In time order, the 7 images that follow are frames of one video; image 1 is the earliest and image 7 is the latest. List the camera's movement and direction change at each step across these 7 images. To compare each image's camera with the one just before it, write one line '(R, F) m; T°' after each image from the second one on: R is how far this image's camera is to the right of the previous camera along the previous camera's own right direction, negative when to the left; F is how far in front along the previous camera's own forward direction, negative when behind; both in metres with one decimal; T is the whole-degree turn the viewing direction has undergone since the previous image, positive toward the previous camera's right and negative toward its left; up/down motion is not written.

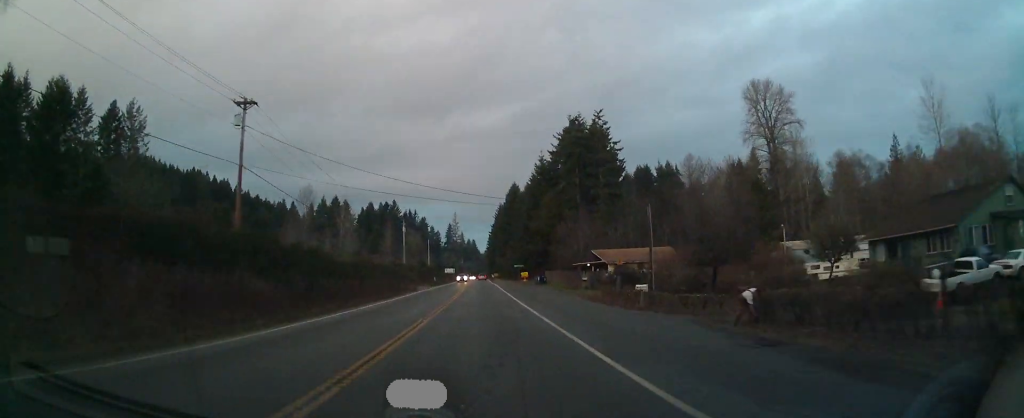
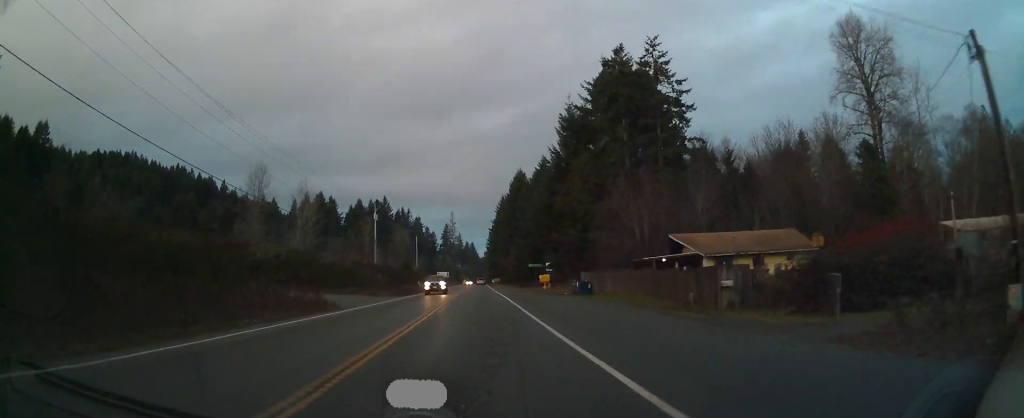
(+0.3, +34.8) m; 0°
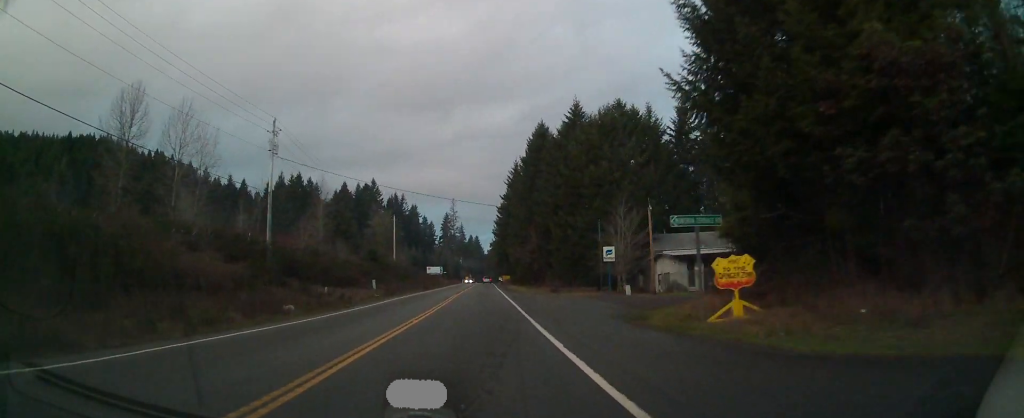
(+0.3, +55.1) m; +1°
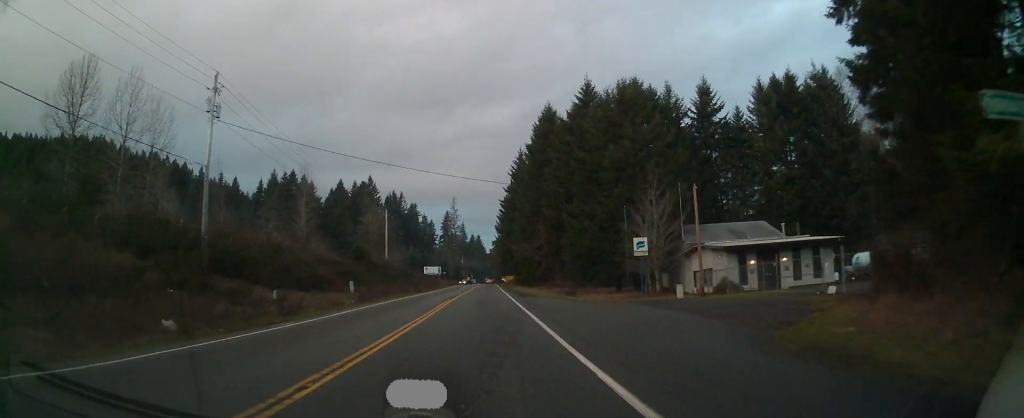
(-0.1, +12.3) m; 0°
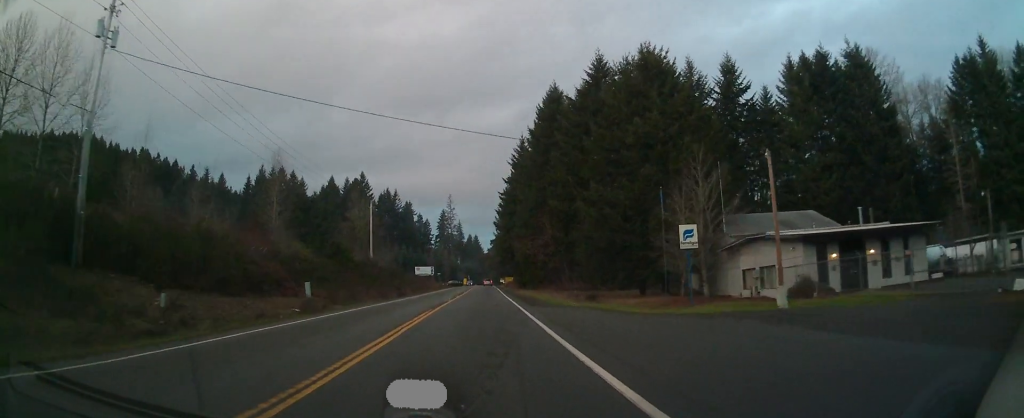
(0.0, +12.9) m; 0°
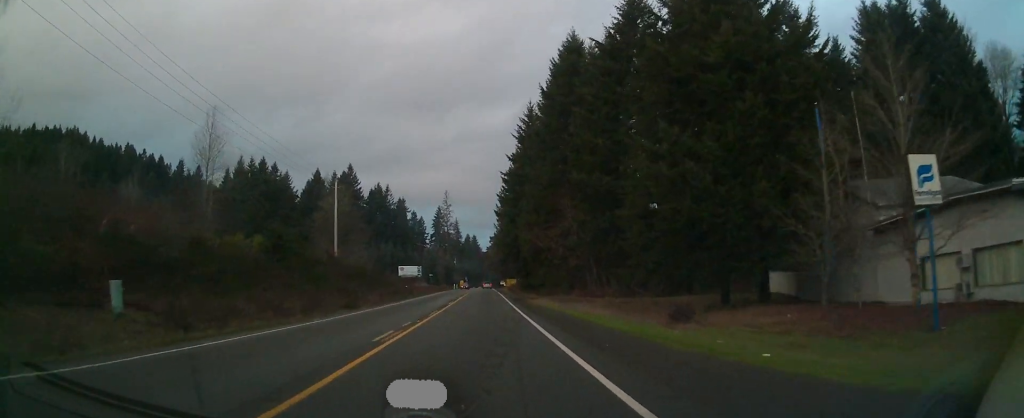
(-0.1, +23.0) m; -1°
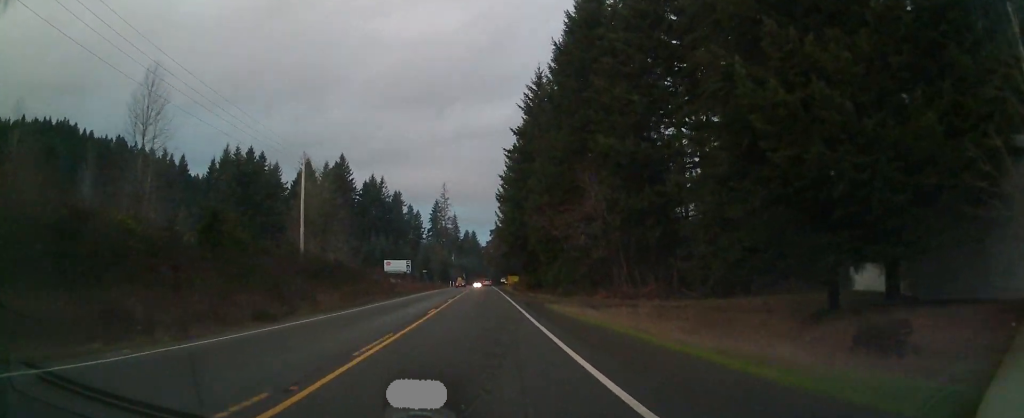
(-0.1, +14.1) m; 0°
